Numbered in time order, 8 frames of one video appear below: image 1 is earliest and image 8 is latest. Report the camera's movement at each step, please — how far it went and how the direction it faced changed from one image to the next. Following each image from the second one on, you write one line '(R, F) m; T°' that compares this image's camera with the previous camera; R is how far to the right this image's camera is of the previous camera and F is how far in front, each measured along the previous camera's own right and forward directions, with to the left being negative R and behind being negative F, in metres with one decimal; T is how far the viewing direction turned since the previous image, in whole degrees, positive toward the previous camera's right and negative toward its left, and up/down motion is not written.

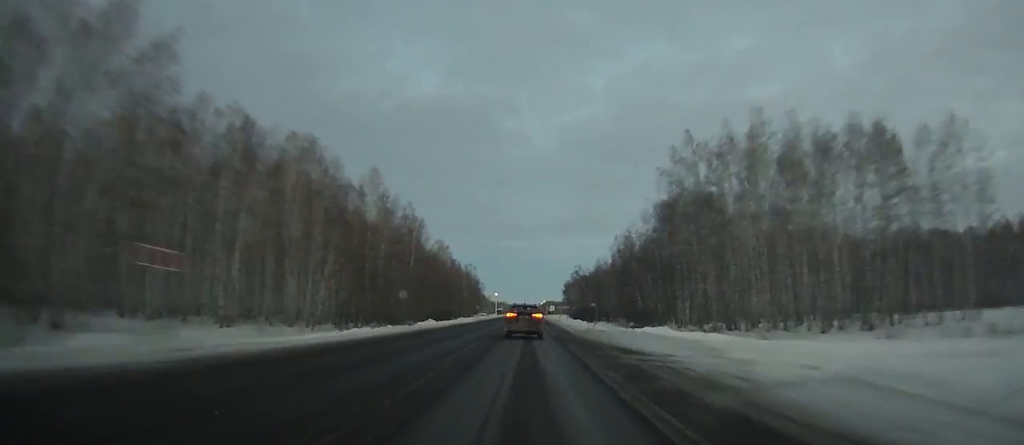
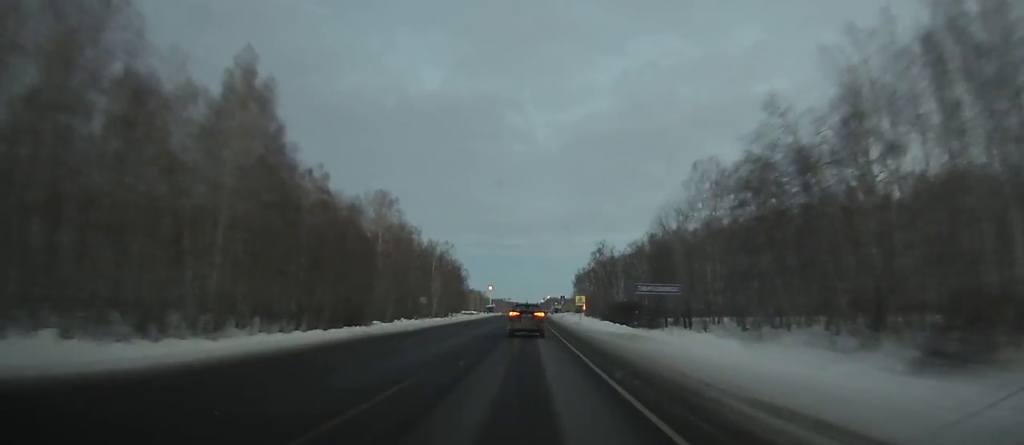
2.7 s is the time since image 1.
(0.0, +68.5) m; 0°
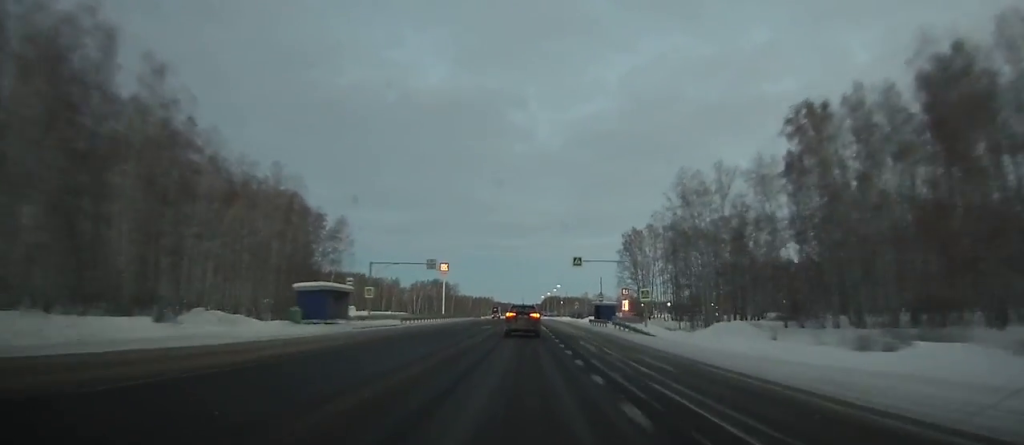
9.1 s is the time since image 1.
(+0.2, +159.8) m; 0°
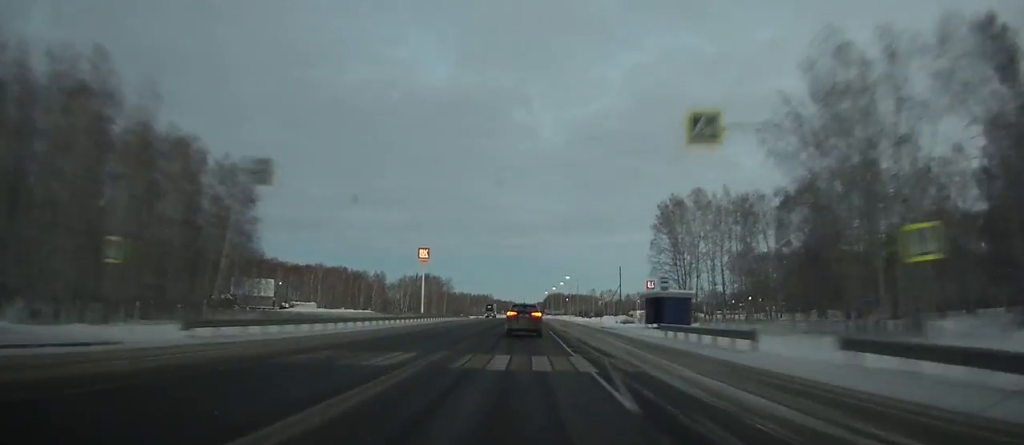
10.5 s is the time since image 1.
(-0.1, +34.2) m; 0°
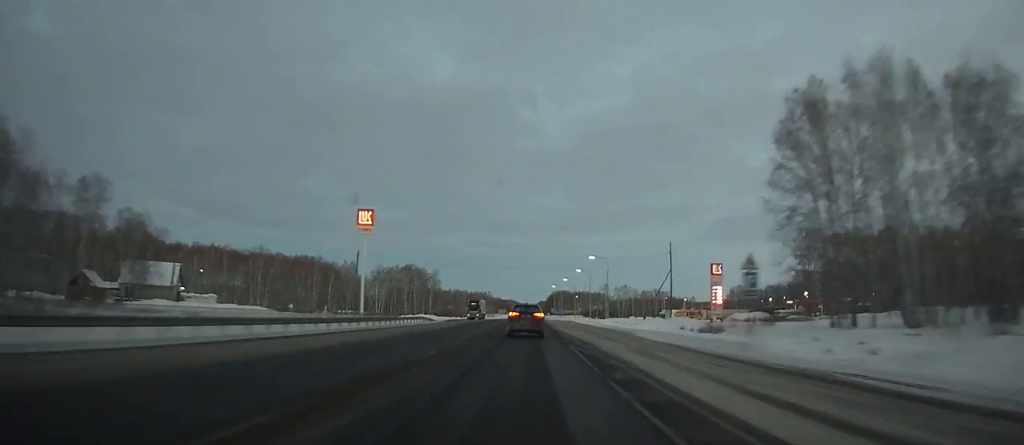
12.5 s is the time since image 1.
(-0.1, +48.7) m; 0°
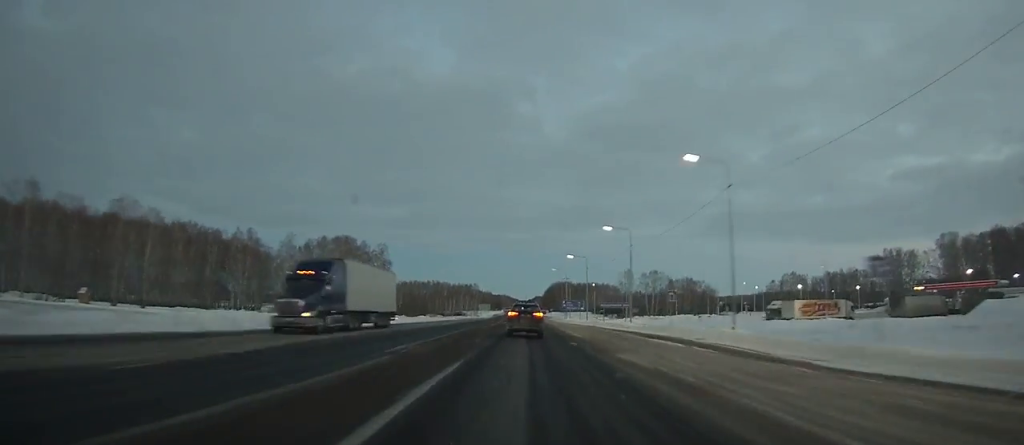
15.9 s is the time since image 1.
(0.0, +81.7) m; 0°
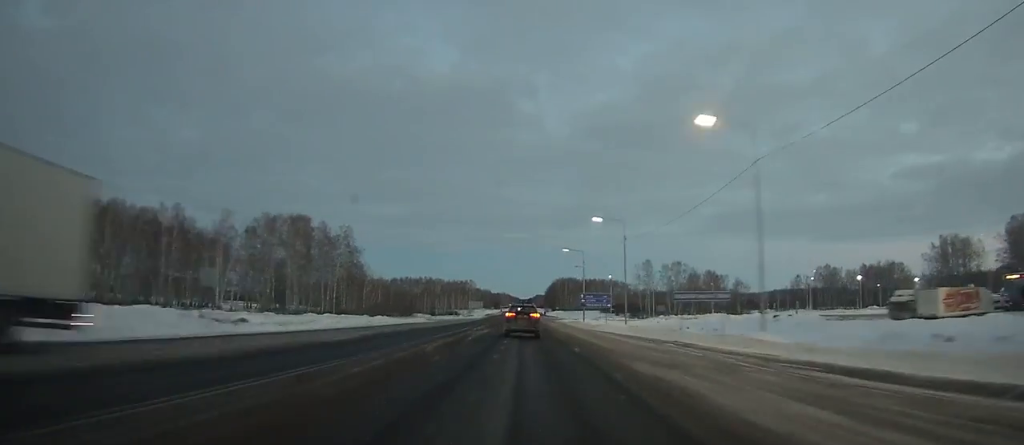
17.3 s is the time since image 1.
(+0.3, +33.3) m; 0°
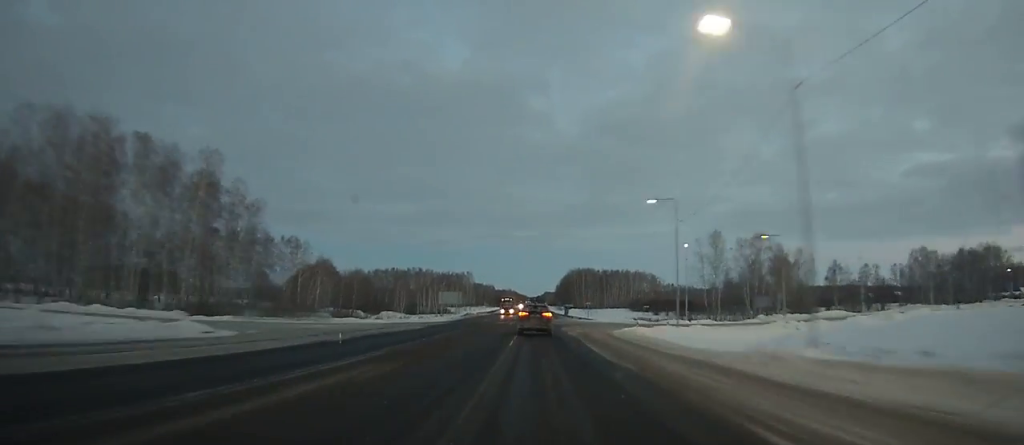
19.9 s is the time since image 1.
(0.0, +61.6) m; 0°
